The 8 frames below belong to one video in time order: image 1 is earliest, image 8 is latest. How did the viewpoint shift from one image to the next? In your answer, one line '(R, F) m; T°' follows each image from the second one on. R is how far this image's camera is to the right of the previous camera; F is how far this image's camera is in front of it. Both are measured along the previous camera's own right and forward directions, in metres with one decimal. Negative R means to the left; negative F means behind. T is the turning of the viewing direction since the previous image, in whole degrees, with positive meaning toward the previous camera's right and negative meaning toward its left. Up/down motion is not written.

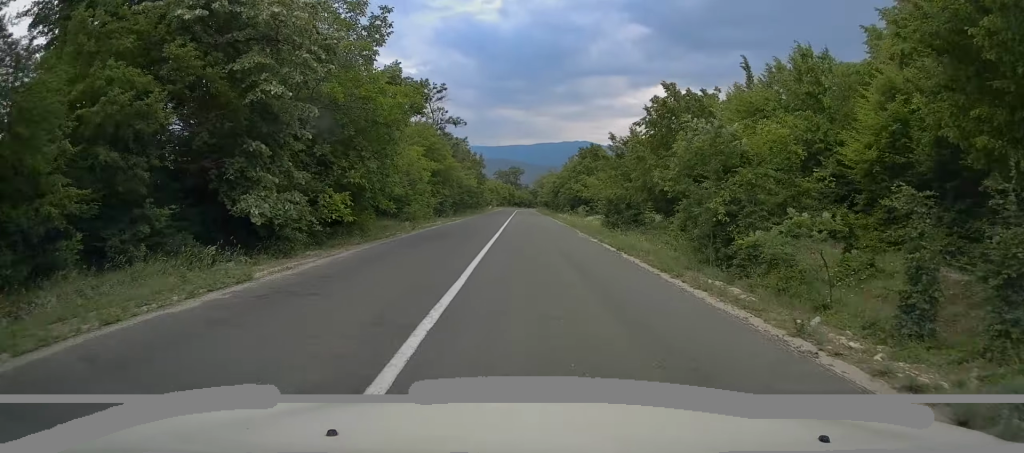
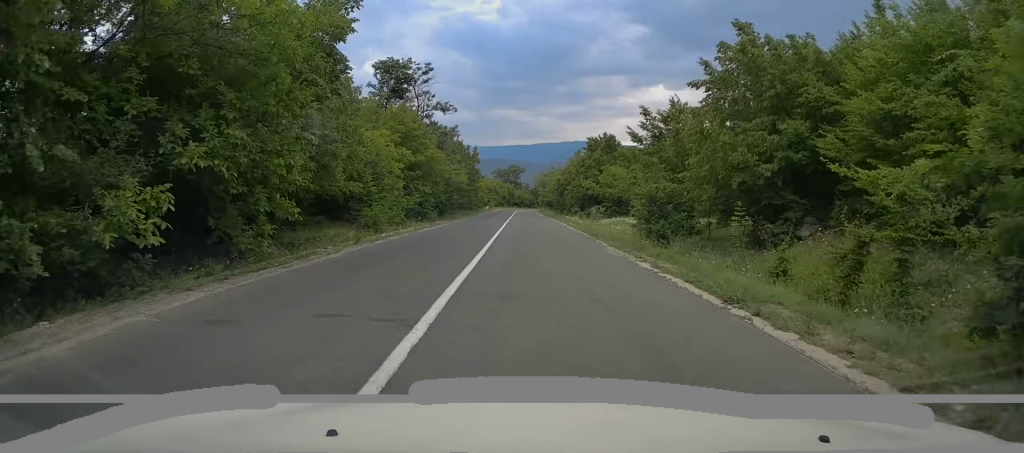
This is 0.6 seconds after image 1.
(-0.1, +9.1) m; -1°
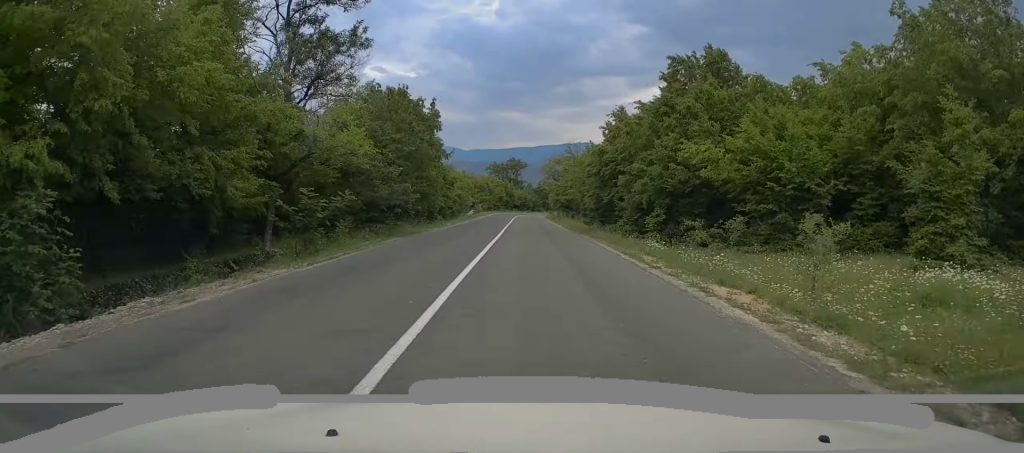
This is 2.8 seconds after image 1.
(+0.3, +30.6) m; +1°
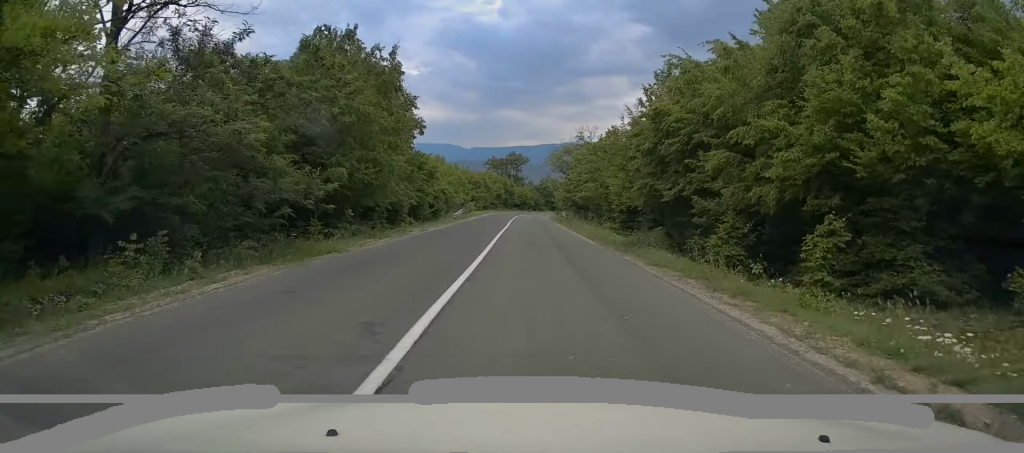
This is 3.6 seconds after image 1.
(-0.1, +11.4) m; 0°
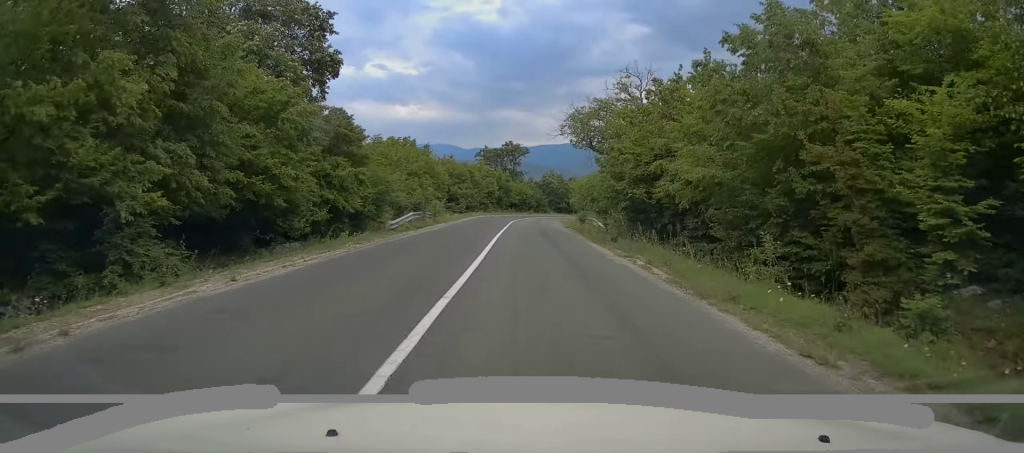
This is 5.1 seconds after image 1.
(0.0, +21.8) m; -1°
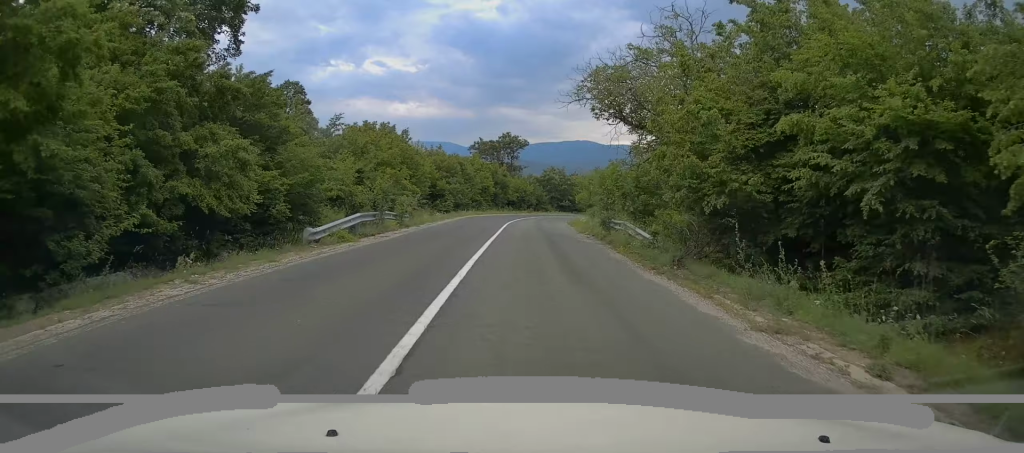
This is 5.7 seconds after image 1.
(0.0, +9.0) m; 0°
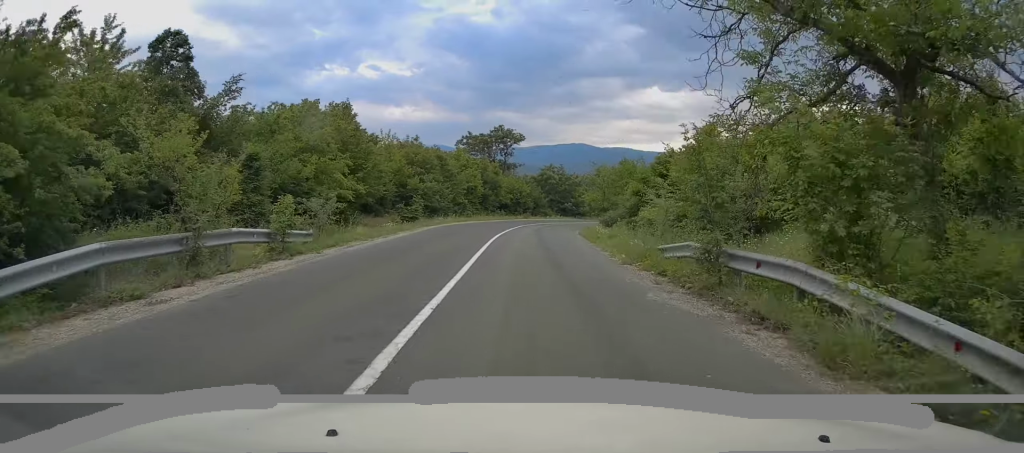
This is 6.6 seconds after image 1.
(0.0, +12.4) m; 0°
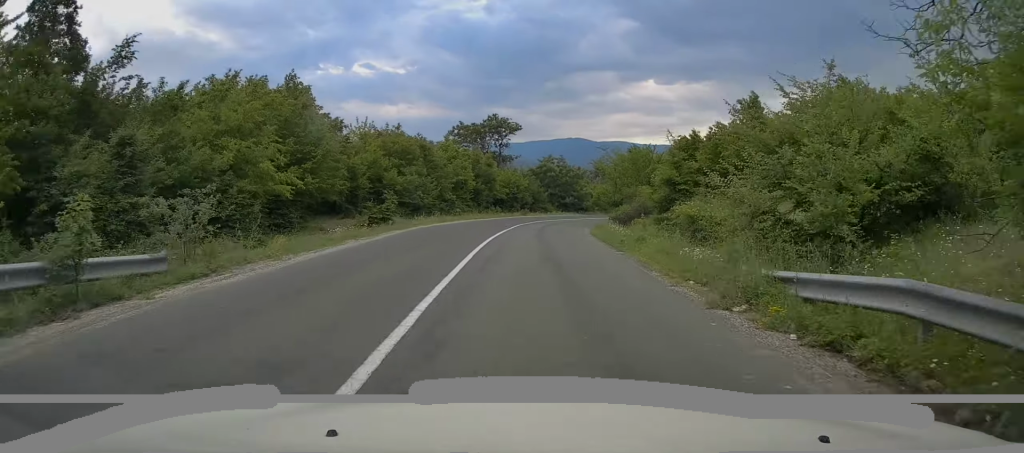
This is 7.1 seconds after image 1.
(-0.1, +6.7) m; +1°
